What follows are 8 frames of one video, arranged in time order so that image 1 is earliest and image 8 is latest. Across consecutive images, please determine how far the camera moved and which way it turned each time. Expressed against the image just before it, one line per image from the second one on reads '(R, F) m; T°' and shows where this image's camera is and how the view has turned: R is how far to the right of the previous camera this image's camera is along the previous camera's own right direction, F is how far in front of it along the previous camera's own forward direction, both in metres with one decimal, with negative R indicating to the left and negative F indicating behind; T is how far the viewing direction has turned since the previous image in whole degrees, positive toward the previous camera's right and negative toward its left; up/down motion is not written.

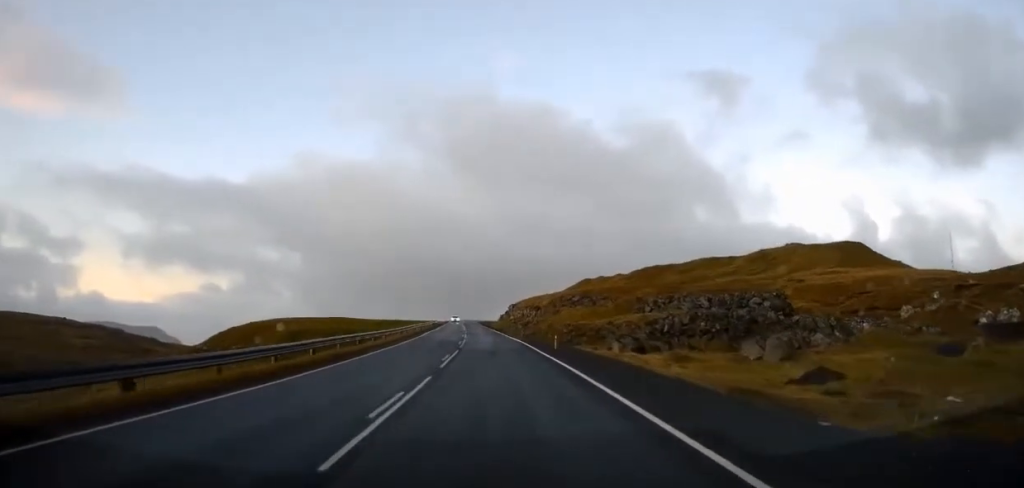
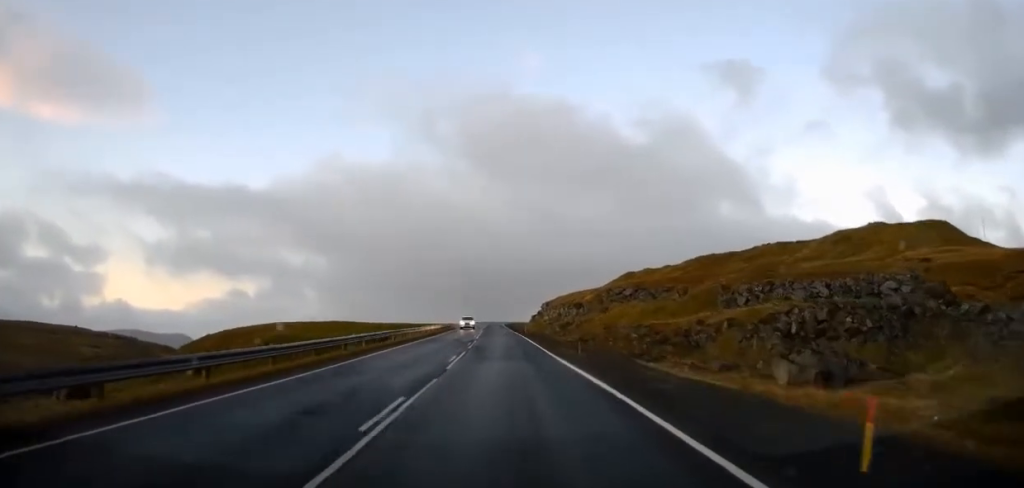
(0.0, +25.4) m; -3°
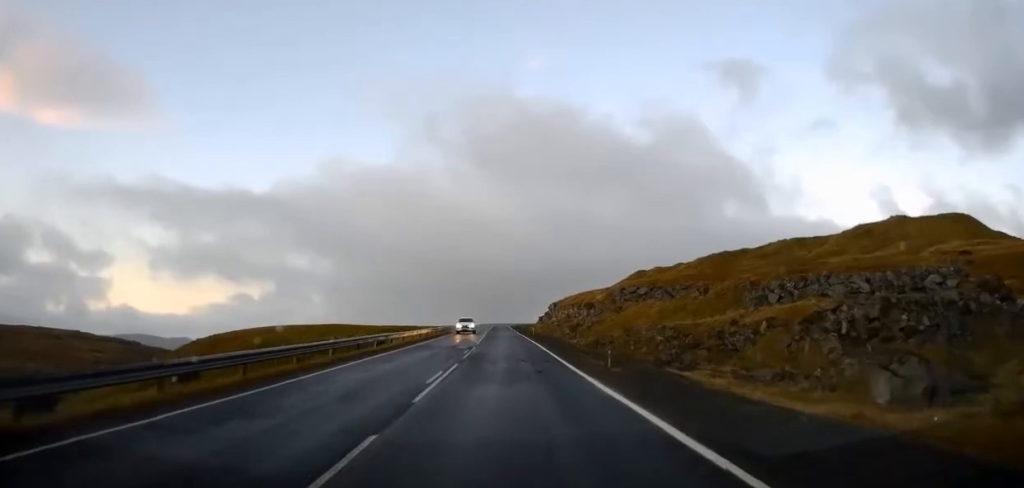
(+0.2, +6.2) m; -2°
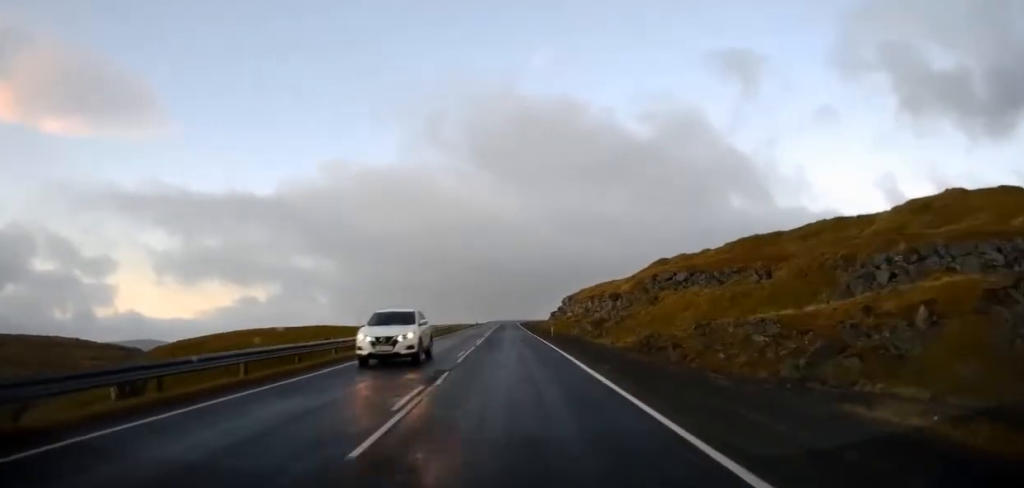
(-1.0, +16.2) m; -2°
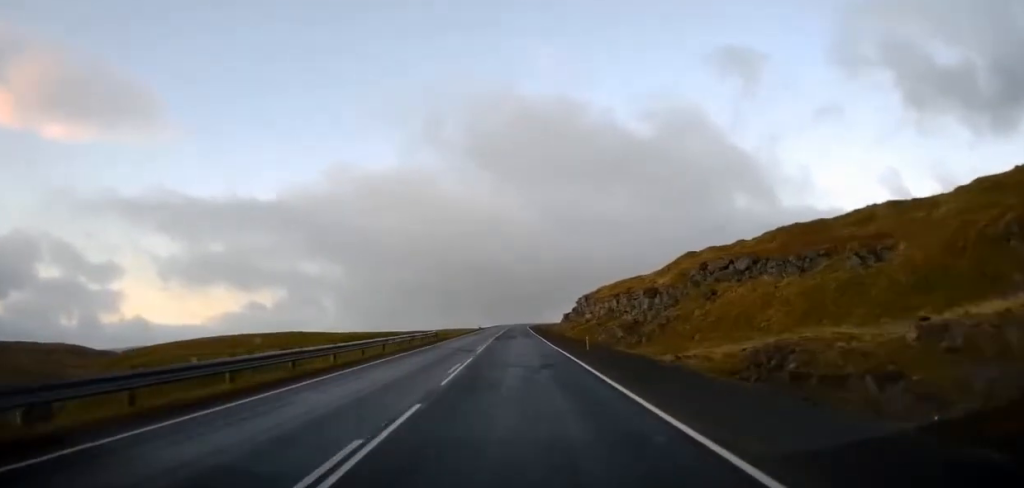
(+0.4, +17.3) m; 0°
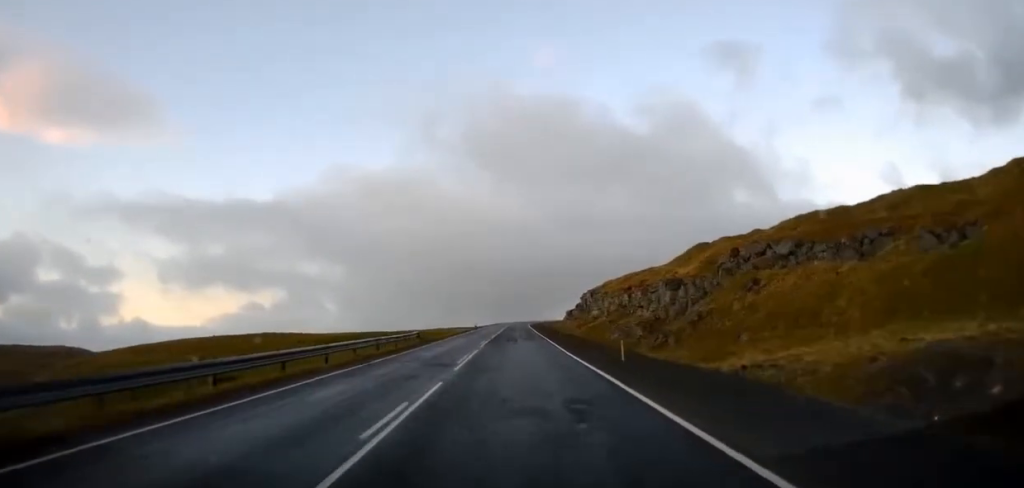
(-0.3, +8.9) m; 0°
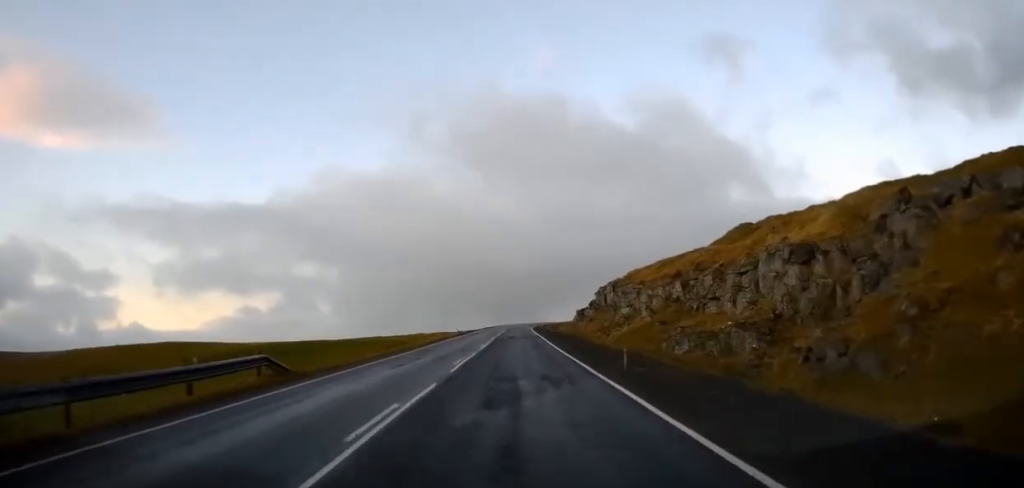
(+0.2, +24.7) m; -1°
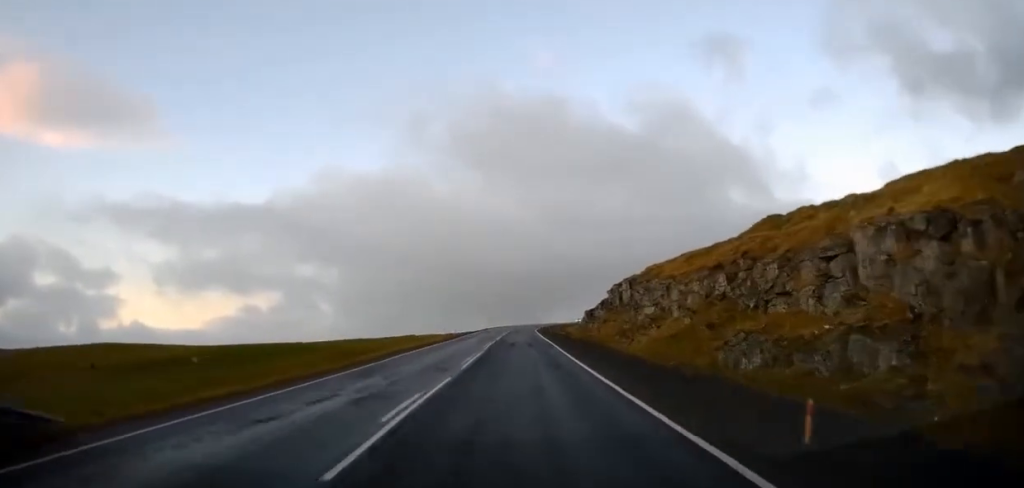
(-0.3, +10.5) m; -1°
